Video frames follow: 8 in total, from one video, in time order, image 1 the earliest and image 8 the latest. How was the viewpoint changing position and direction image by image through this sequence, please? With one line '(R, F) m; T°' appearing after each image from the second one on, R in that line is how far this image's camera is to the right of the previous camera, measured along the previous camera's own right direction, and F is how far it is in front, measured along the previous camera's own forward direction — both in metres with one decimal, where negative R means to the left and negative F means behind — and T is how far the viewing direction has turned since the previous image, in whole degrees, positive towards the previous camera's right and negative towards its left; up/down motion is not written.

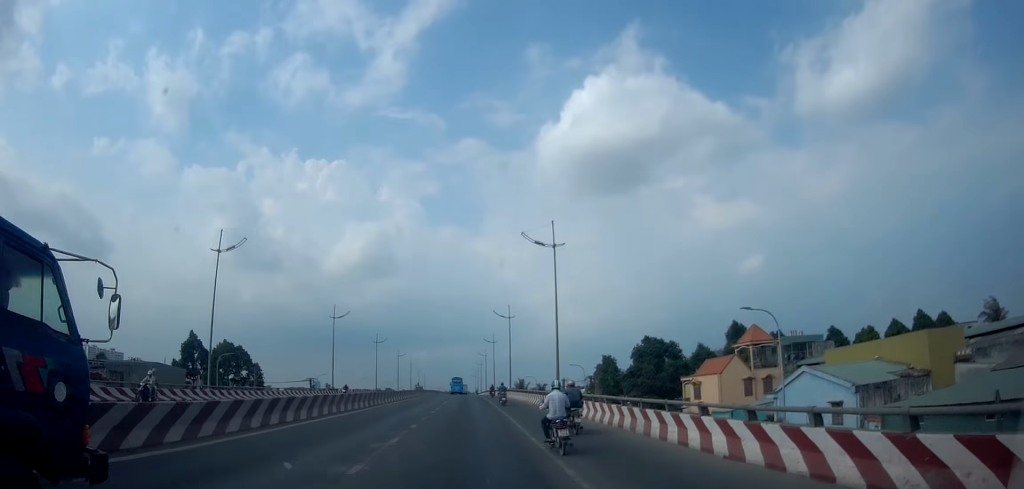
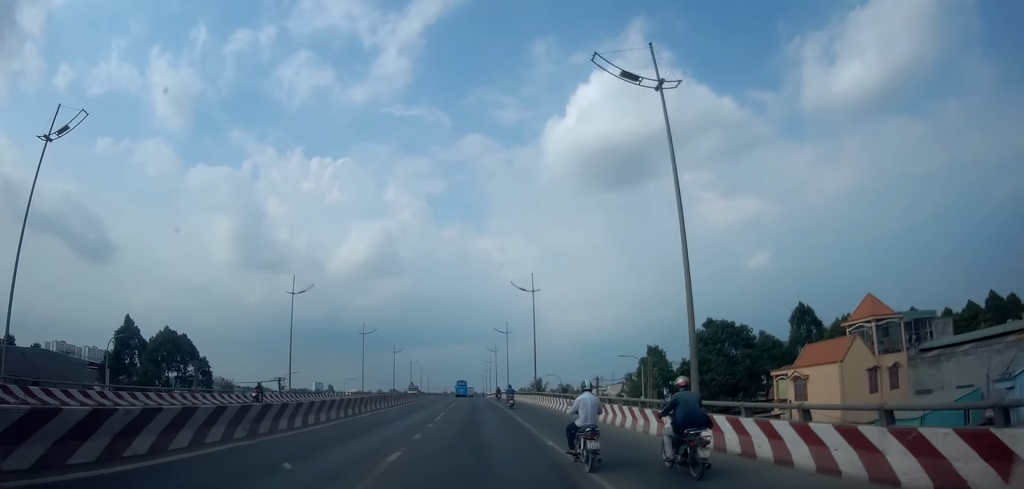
(+0.7, +19.0) m; 0°
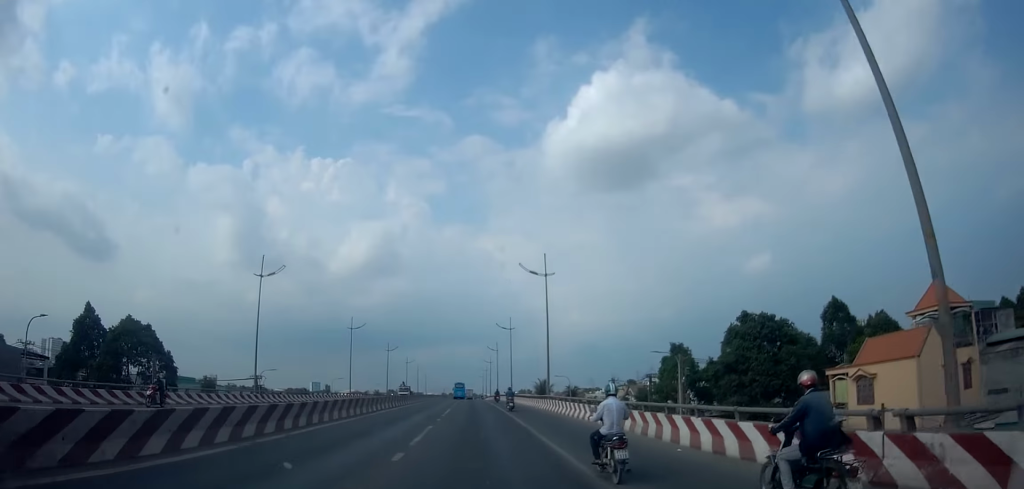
(-0.4, +8.1) m; -2°
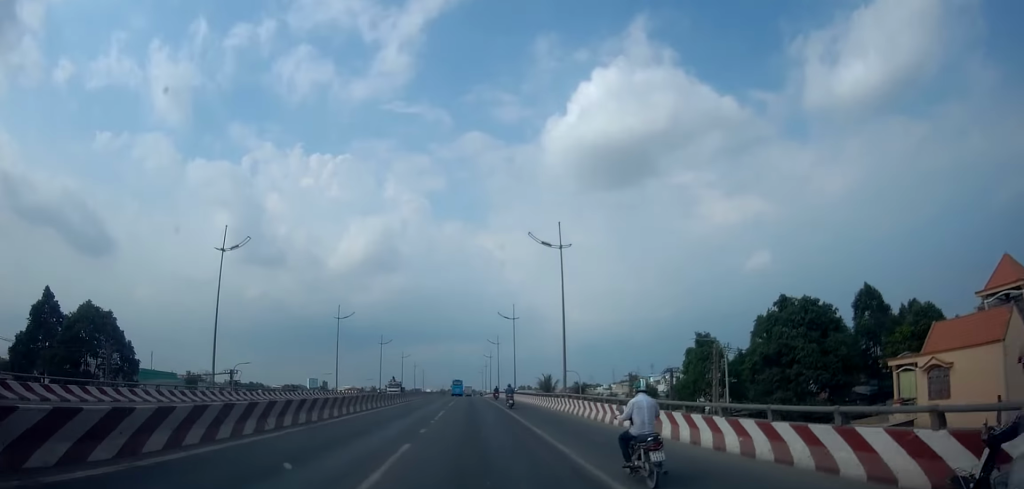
(-0.1, +6.7) m; -1°
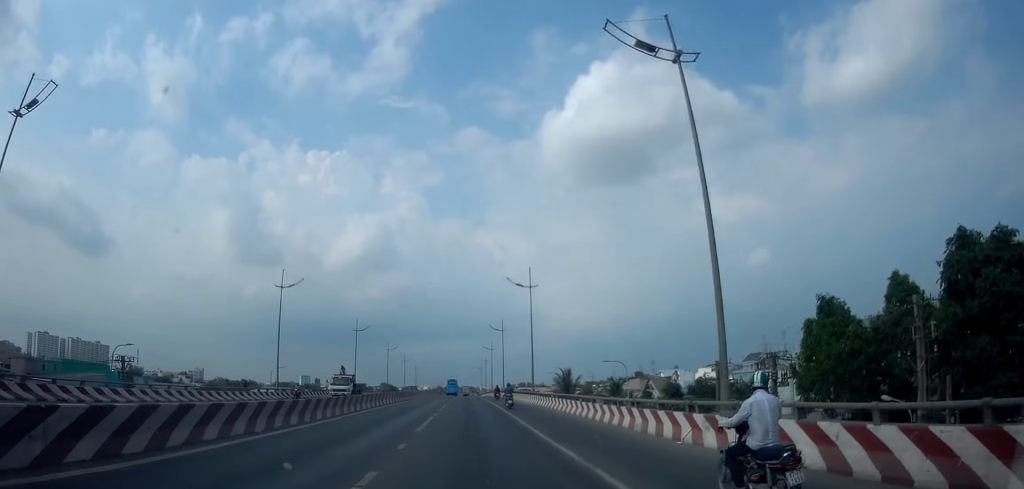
(-0.1, +20.6) m; 0°
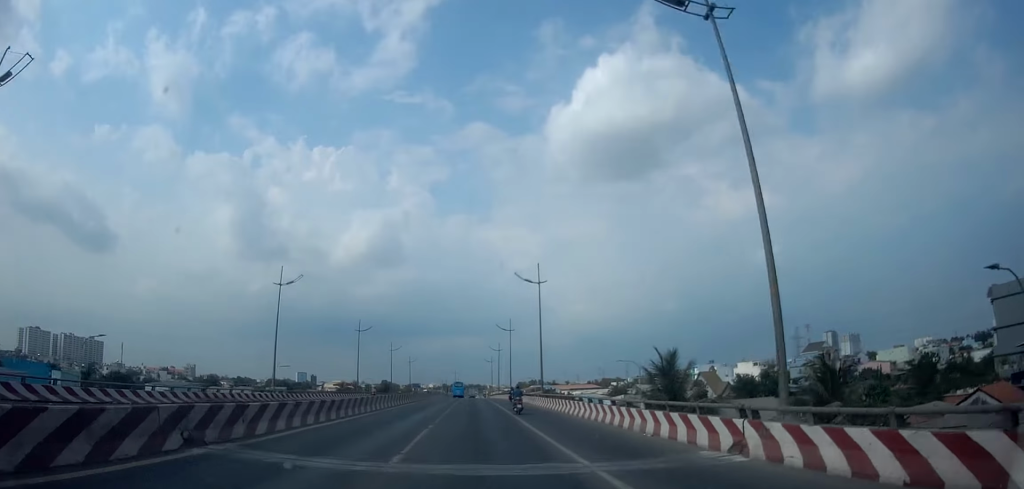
(+0.8, +35.6) m; +3°
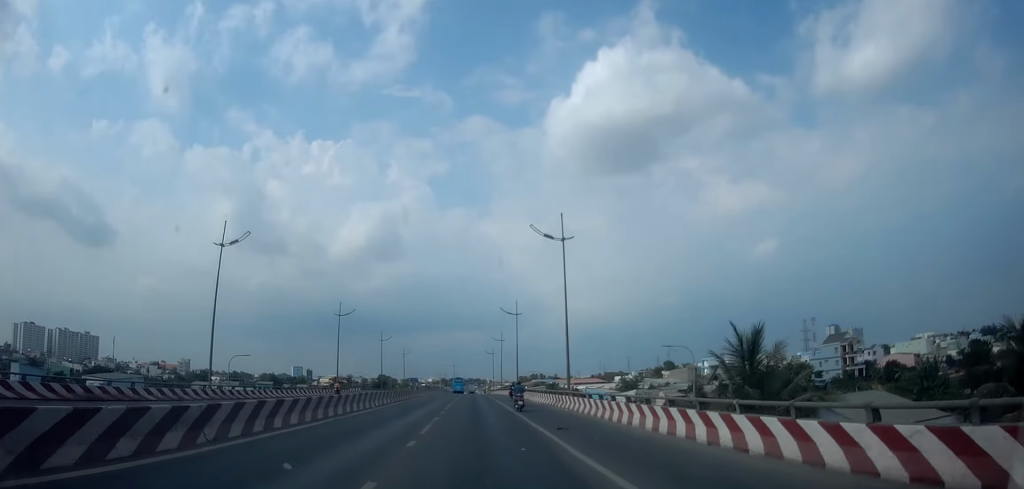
(+0.3, +11.5) m; -1°
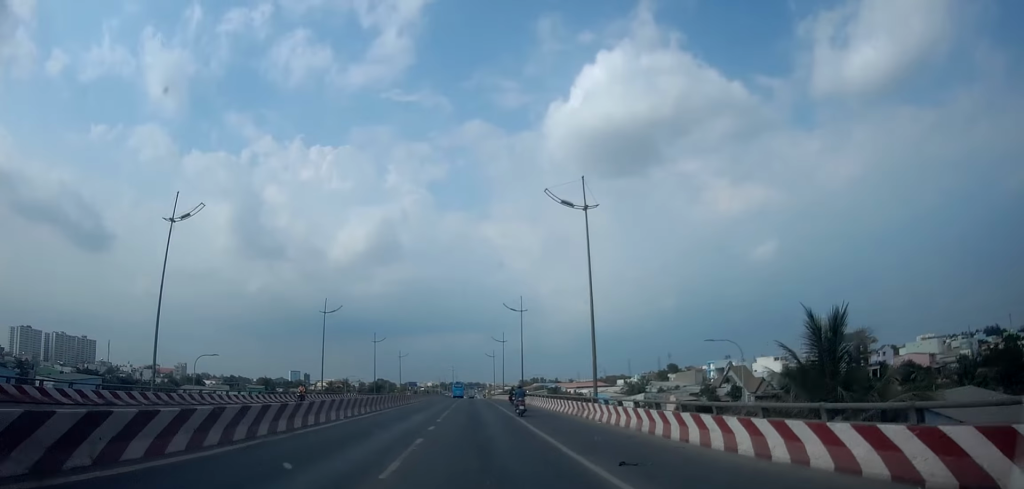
(-0.3, +7.0) m; -1°
